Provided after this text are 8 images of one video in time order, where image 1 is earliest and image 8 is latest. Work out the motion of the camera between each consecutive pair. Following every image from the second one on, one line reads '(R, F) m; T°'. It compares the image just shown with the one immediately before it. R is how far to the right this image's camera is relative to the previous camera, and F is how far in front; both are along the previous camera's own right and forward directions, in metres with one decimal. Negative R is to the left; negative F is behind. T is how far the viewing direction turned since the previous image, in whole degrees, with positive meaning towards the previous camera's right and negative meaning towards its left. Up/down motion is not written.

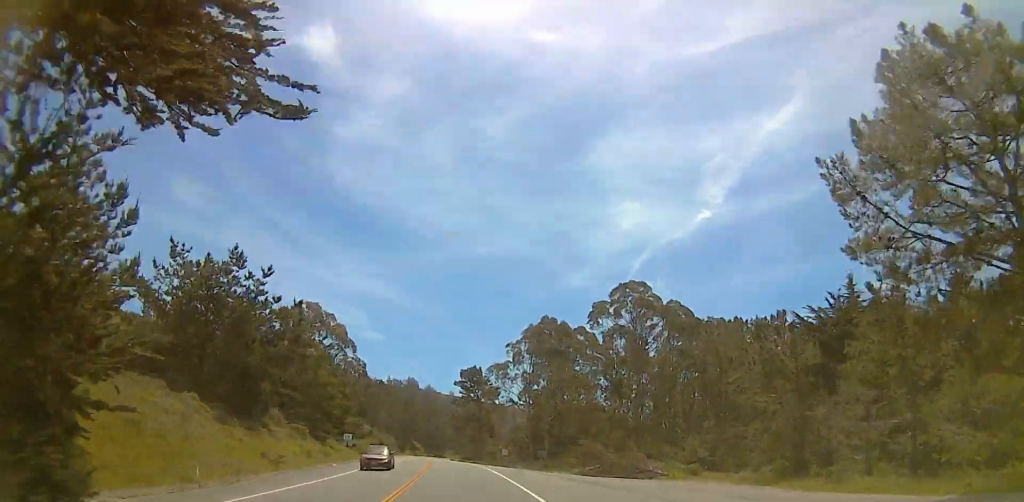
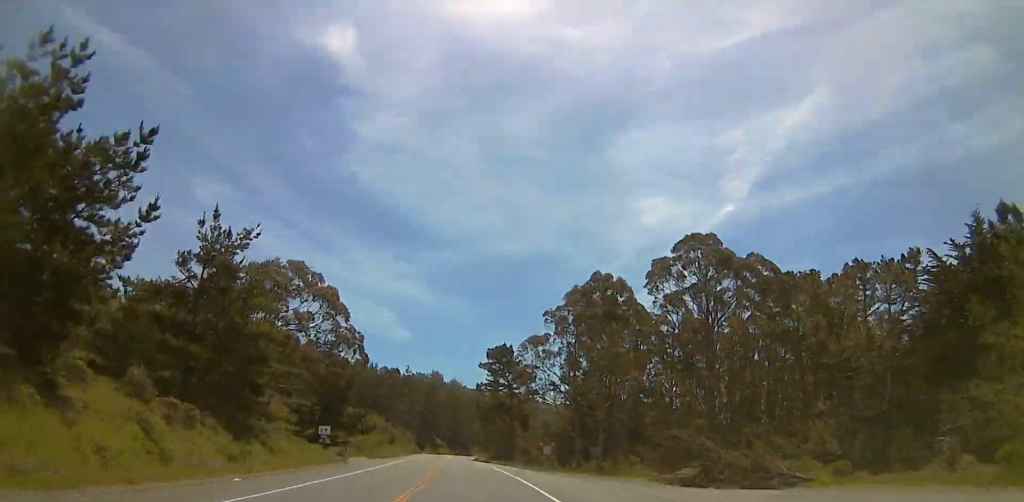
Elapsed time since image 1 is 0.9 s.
(-0.7, +23.4) m; -3°
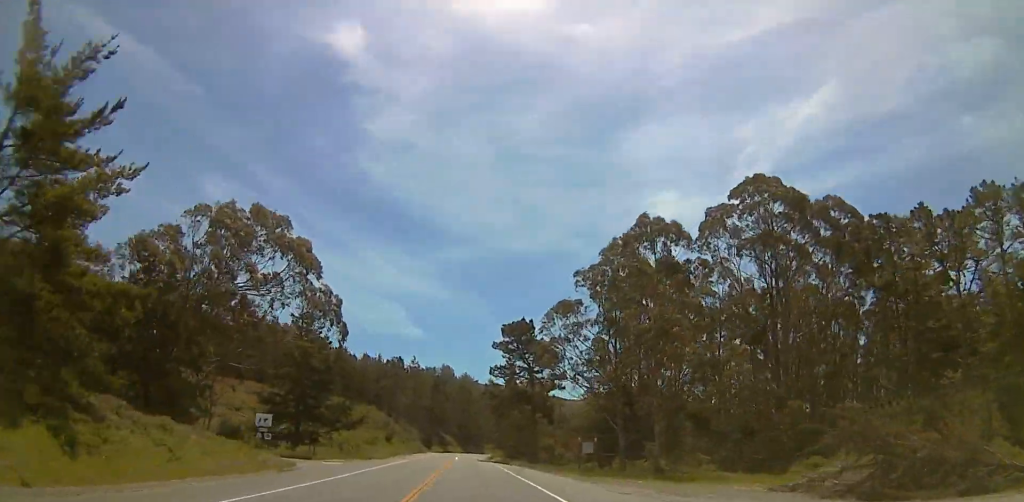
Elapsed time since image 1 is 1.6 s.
(-0.2, +16.5) m; -1°
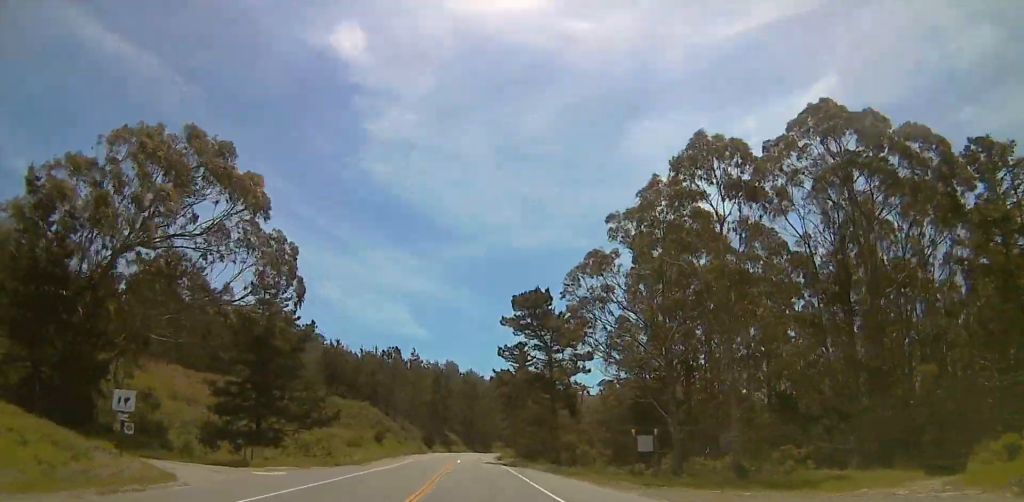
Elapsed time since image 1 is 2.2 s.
(-0.2, +13.1) m; -1°
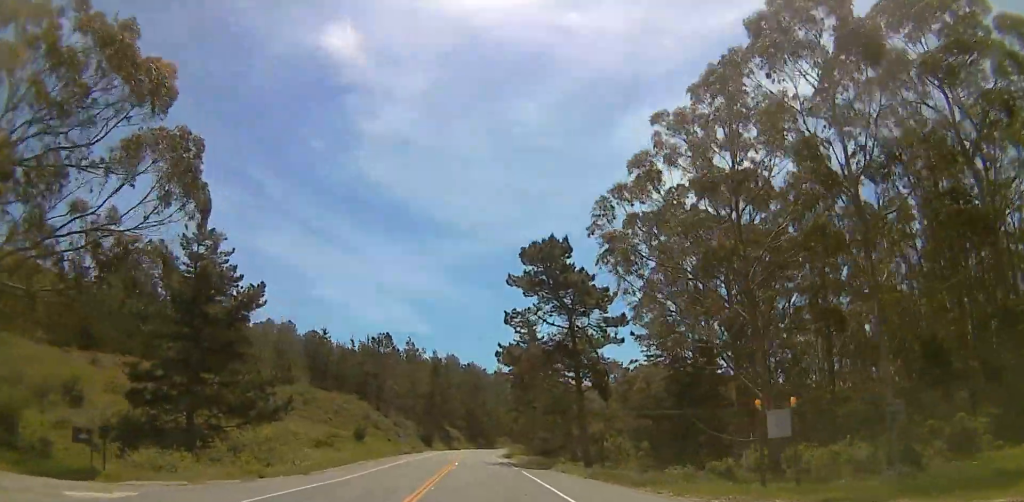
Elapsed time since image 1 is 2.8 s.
(-0.1, +12.2) m; 0°
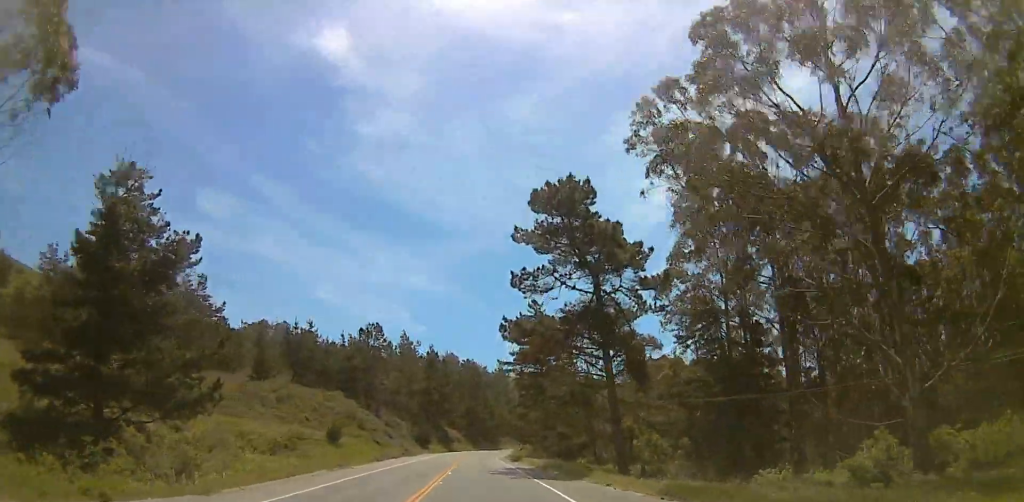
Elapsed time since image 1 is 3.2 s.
(0.0, +9.9) m; 0°
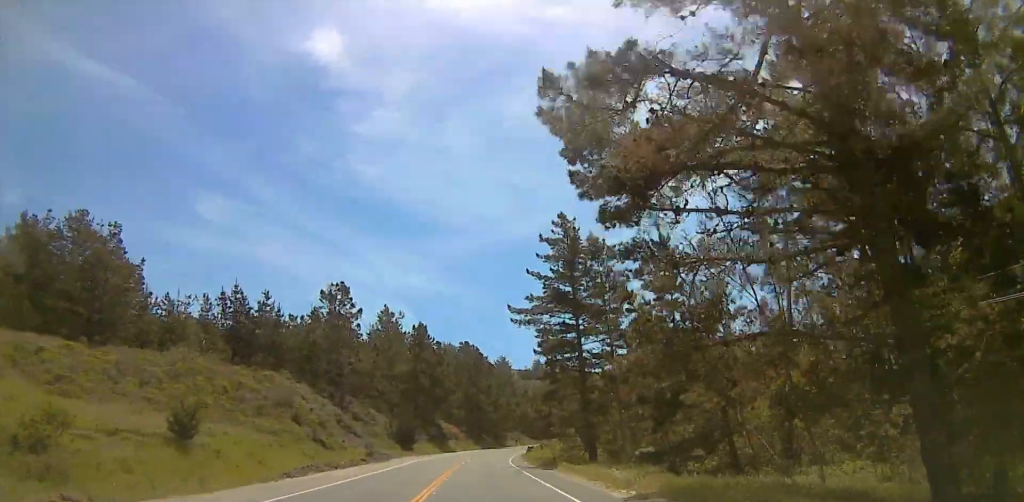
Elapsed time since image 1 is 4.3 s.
(+0.1, +24.3) m; 0°
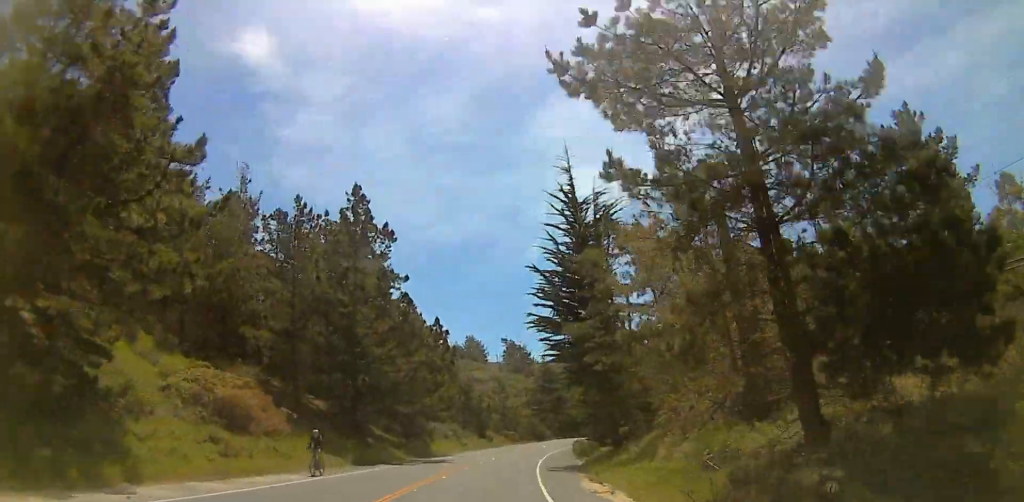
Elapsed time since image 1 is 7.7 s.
(+0.2, +81.7) m; +4°
